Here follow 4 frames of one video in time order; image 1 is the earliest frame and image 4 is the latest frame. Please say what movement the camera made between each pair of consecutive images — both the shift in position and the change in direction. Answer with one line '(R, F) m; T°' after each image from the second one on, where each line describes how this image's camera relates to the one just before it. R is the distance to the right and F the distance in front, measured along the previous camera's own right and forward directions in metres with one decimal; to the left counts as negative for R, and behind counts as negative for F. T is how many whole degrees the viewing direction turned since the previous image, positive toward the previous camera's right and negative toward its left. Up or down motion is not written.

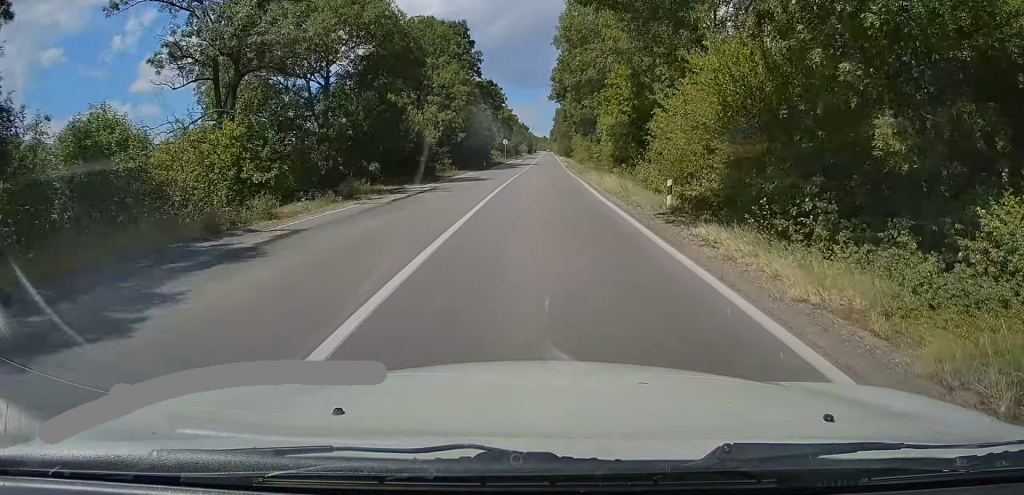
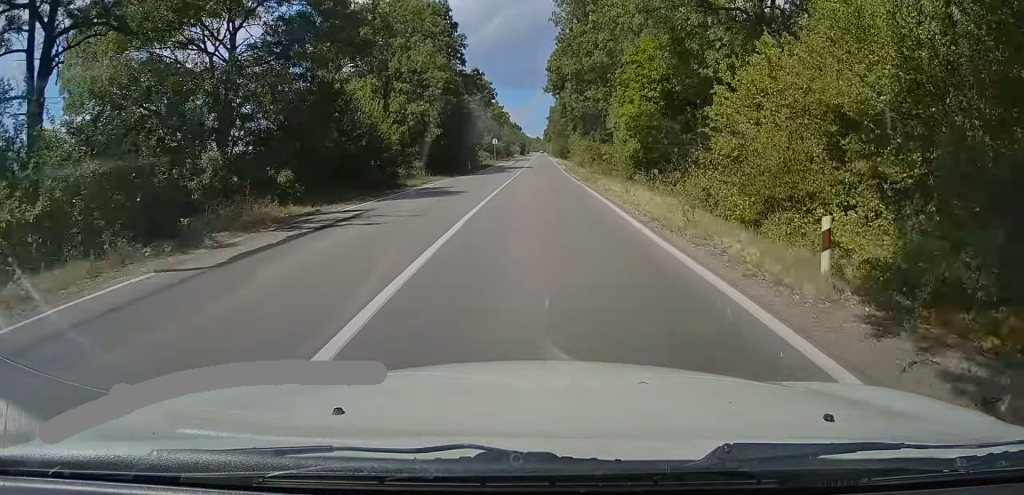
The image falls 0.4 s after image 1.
(+0.3, +9.3) m; +2°
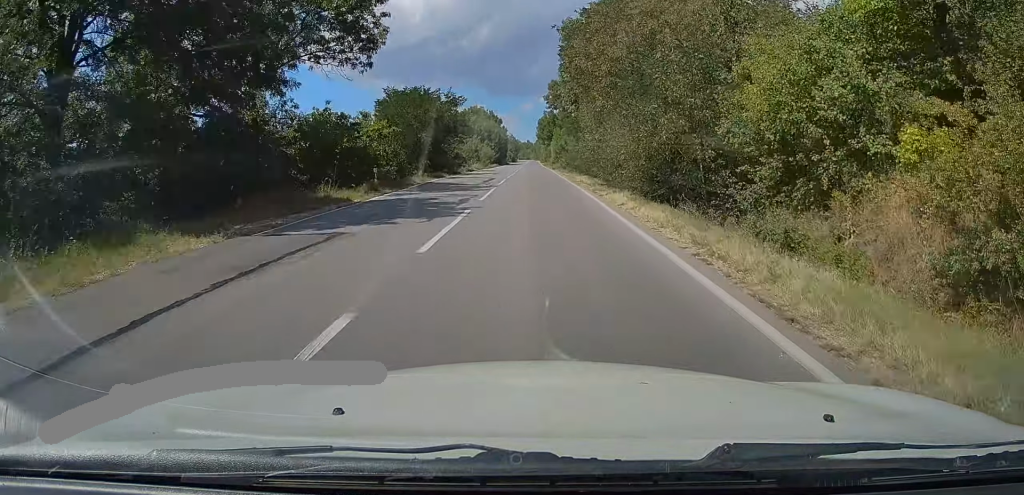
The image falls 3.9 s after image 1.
(+6.4, +80.2) m; +5°
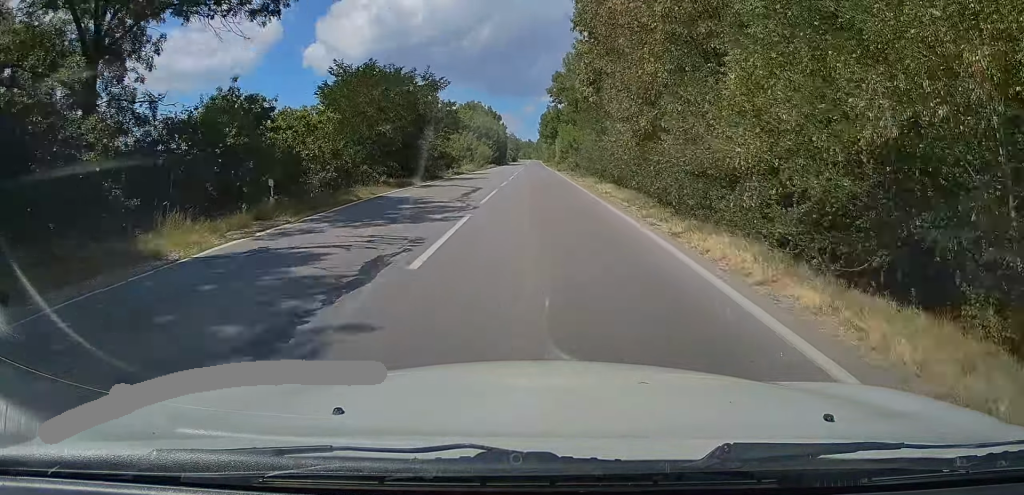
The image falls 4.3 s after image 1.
(+0.1, +10.2) m; 0°
